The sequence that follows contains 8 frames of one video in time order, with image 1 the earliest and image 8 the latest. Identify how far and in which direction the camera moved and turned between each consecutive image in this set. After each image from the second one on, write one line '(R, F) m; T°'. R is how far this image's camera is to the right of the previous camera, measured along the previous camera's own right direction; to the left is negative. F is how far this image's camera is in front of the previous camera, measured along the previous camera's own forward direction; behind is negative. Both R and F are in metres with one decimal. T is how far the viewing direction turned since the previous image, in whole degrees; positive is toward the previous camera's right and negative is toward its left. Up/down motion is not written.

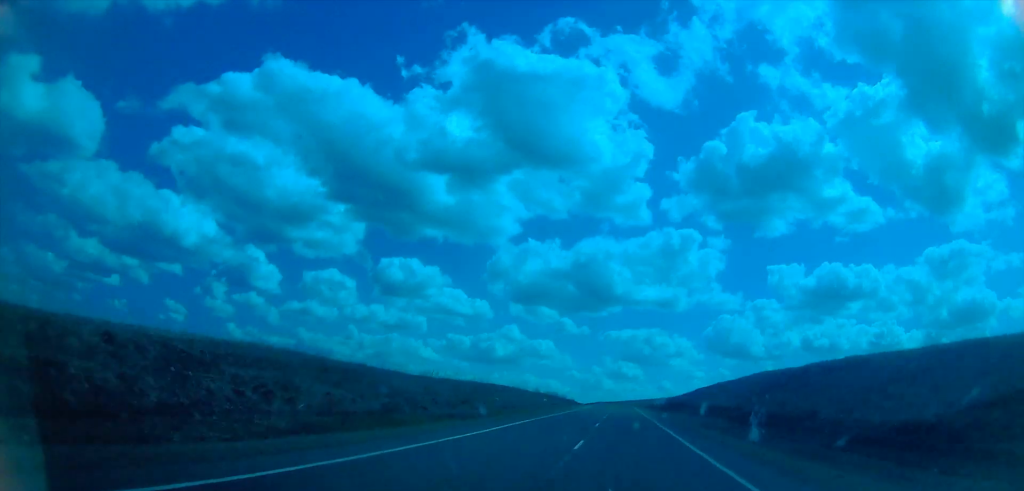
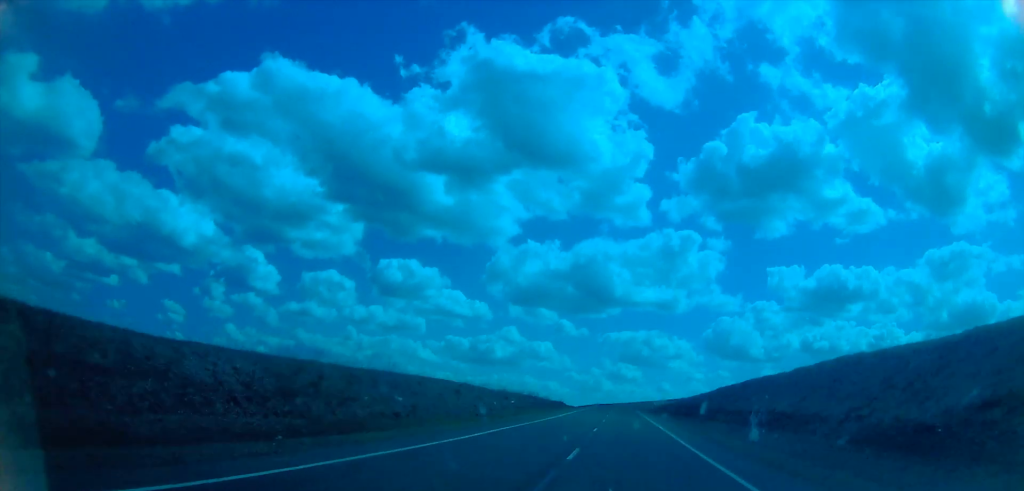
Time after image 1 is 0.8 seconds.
(+0.6, +26.1) m; 0°
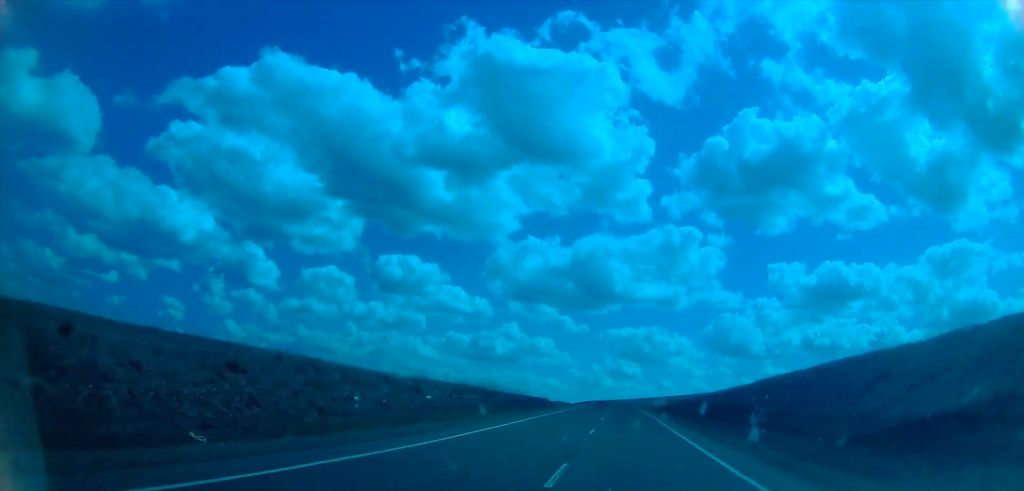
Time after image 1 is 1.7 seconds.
(-0.9, +28.3) m; 0°
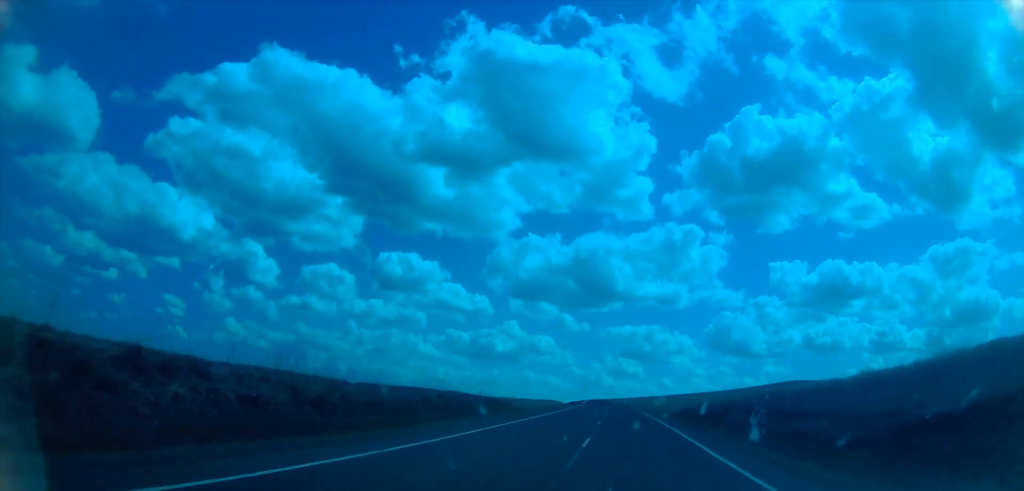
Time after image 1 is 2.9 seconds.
(+0.5, +41.0) m; -1°
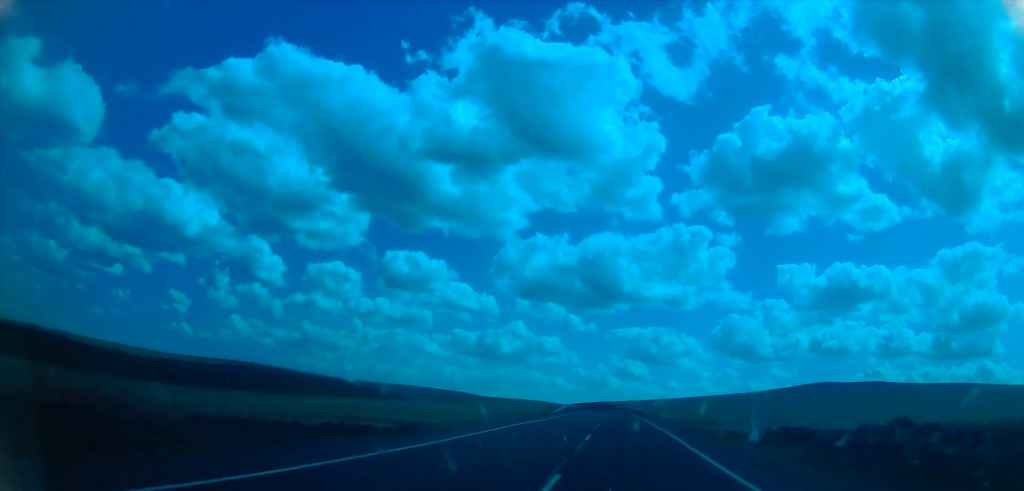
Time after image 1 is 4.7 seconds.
(+0.6, +56.3) m; +2°
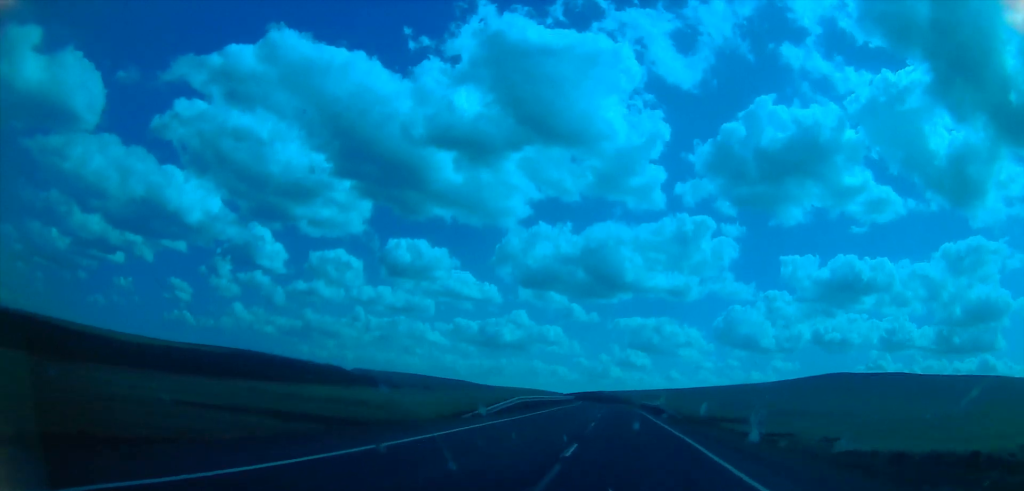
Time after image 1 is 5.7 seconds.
(-0.2, +31.6) m; -3°
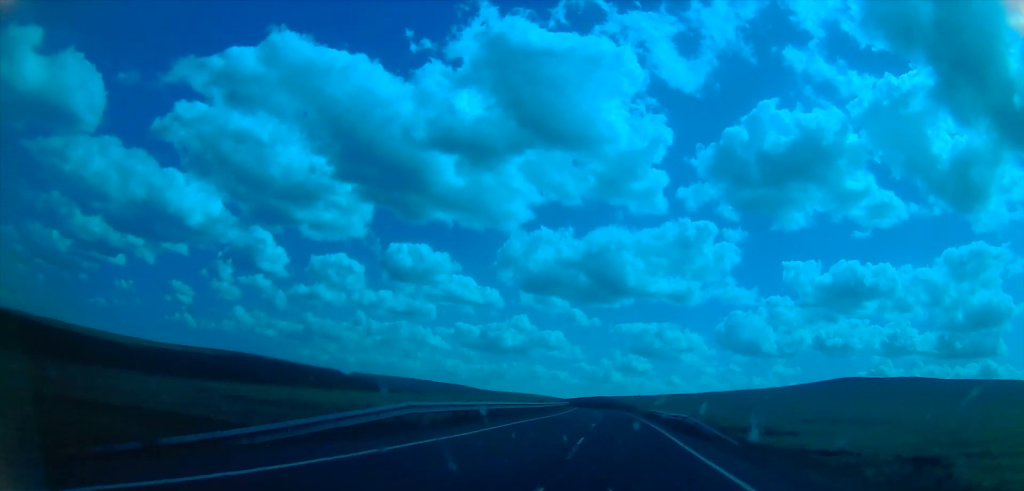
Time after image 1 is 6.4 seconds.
(-1.1, +18.8) m; -1°
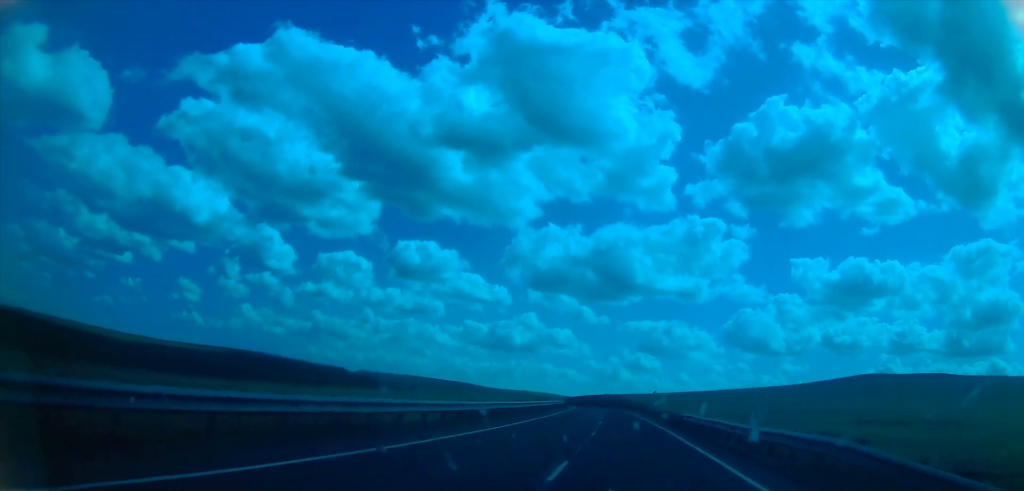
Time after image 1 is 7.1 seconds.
(0.0, +20.5) m; +1°
